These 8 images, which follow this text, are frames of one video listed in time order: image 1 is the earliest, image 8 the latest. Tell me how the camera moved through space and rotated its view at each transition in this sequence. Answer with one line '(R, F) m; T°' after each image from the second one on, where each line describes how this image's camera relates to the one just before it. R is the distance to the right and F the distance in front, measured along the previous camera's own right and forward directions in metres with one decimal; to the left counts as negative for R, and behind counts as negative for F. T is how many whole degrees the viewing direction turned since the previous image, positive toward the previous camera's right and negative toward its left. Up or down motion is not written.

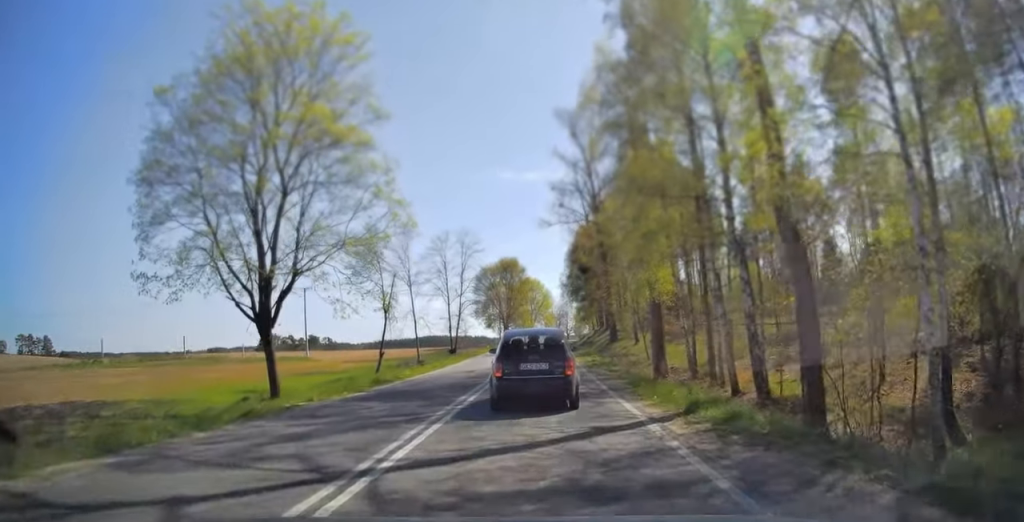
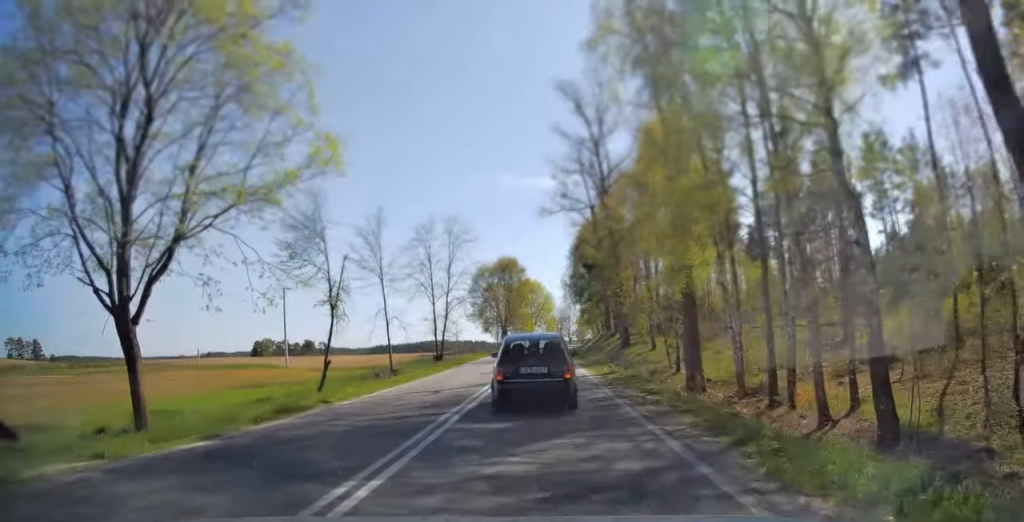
(0.0, +8.3) m; +1°
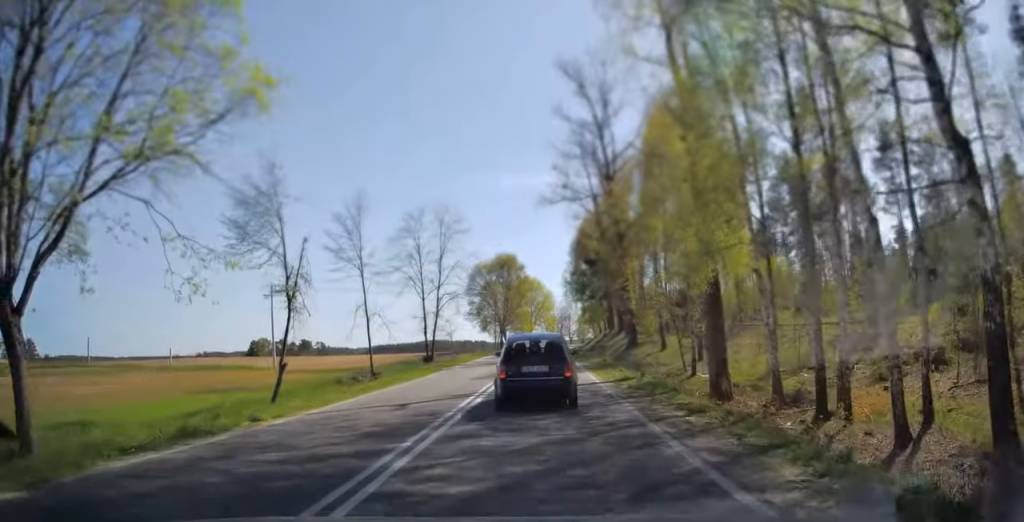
(+0.1, +4.2) m; 0°
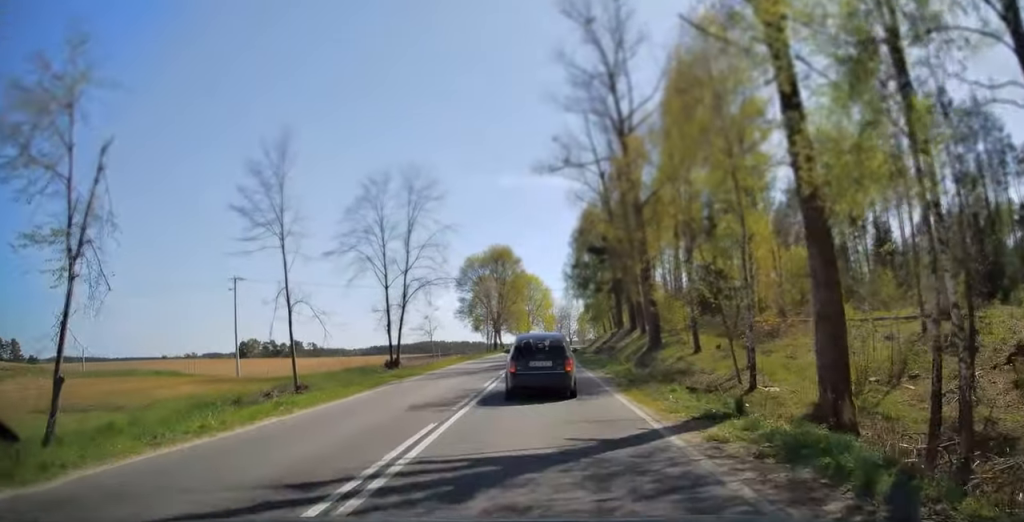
(0.0, +10.4) m; 0°
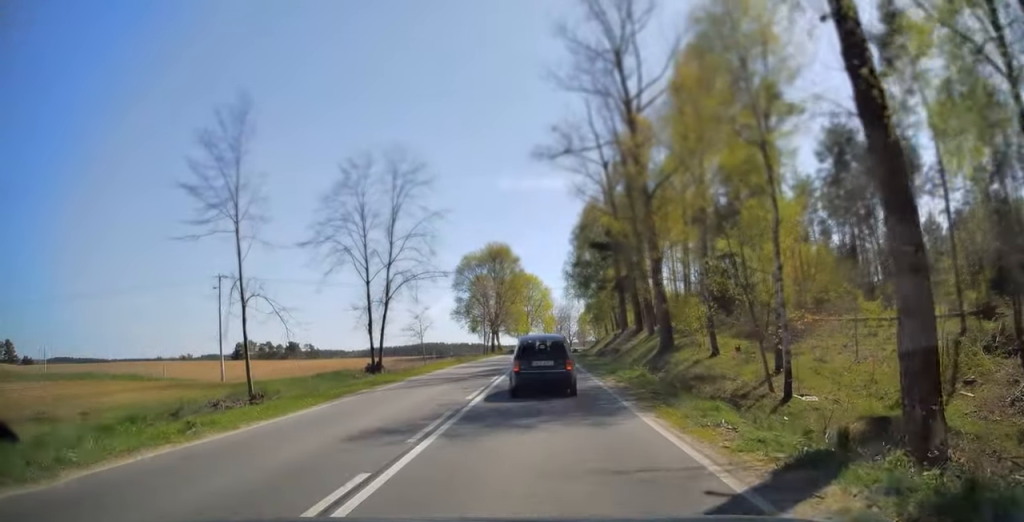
(0.0, +3.8) m; 0°
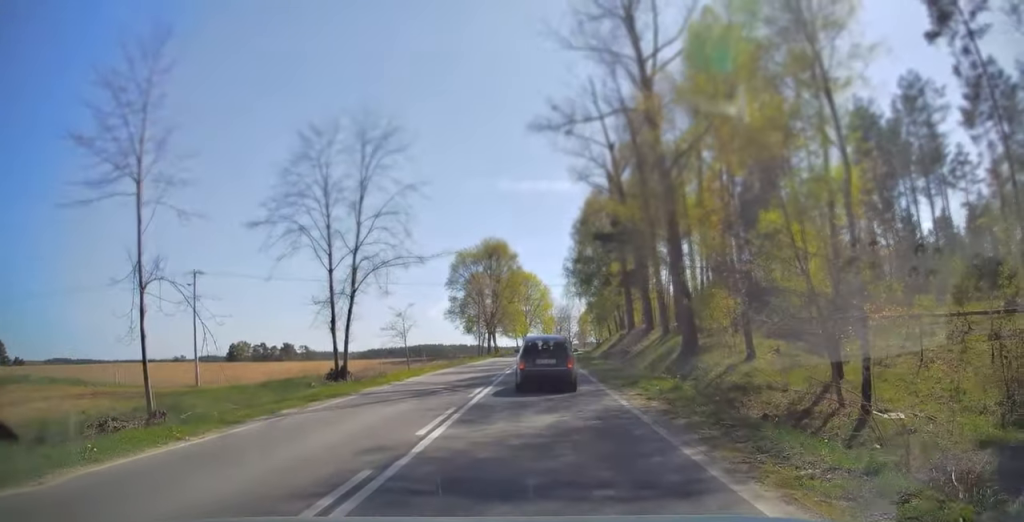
(0.0, +5.7) m; 0°
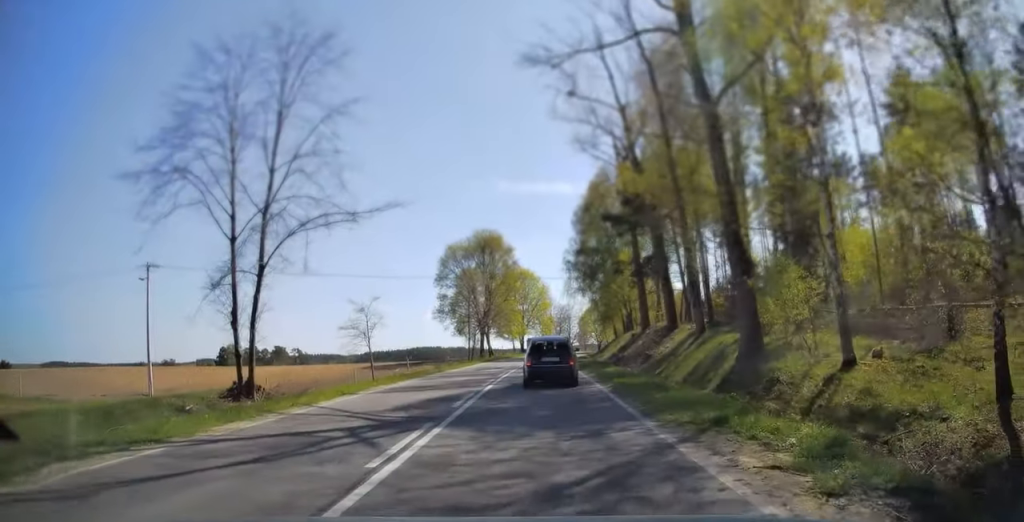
(0.0, +9.0) m; 0°
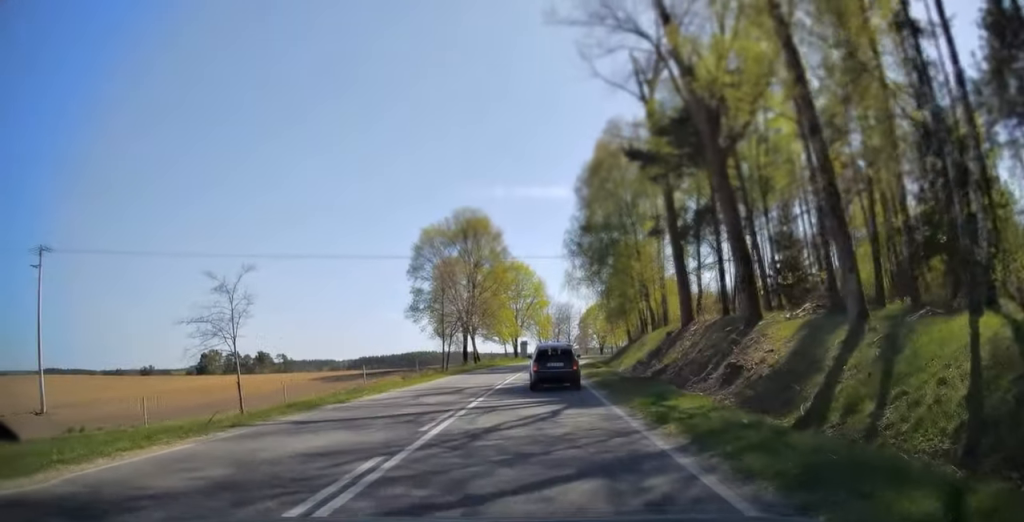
(0.0, +15.9) m; 0°
